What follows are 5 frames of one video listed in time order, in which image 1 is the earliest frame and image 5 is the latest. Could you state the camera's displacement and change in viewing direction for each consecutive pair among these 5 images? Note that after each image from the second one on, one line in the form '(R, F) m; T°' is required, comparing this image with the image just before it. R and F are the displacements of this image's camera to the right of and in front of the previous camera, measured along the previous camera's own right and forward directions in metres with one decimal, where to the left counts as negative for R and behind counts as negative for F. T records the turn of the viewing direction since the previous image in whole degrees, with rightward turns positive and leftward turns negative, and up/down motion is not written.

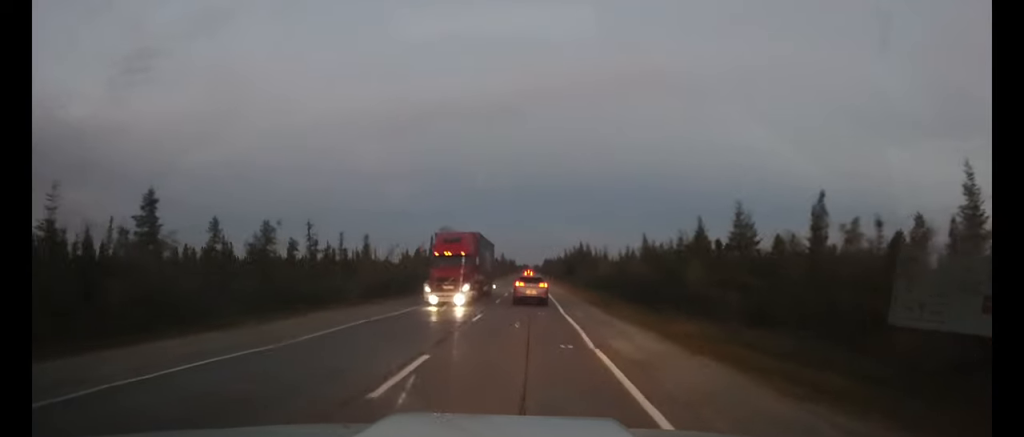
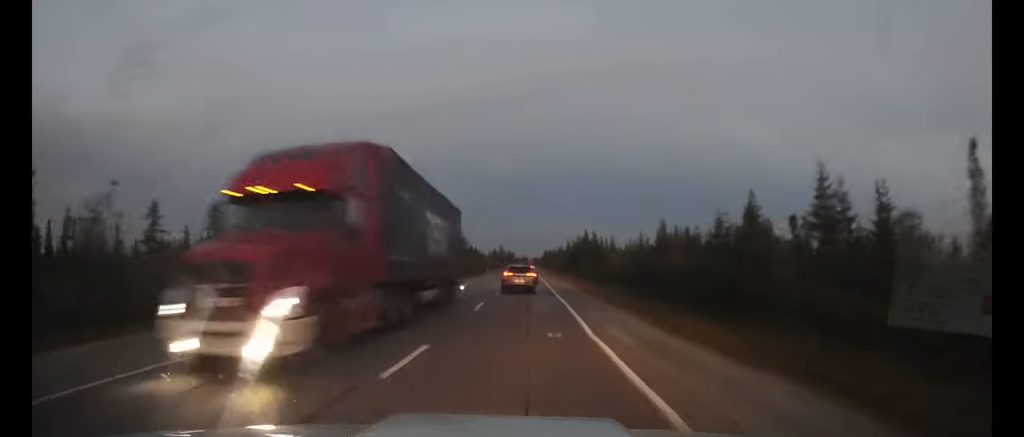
(0.0, +12.1) m; 0°
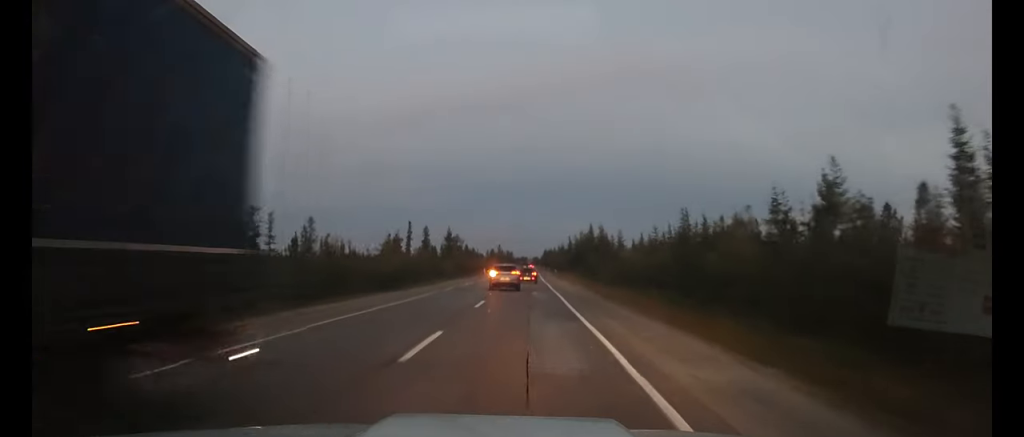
(0.0, +11.3) m; 0°
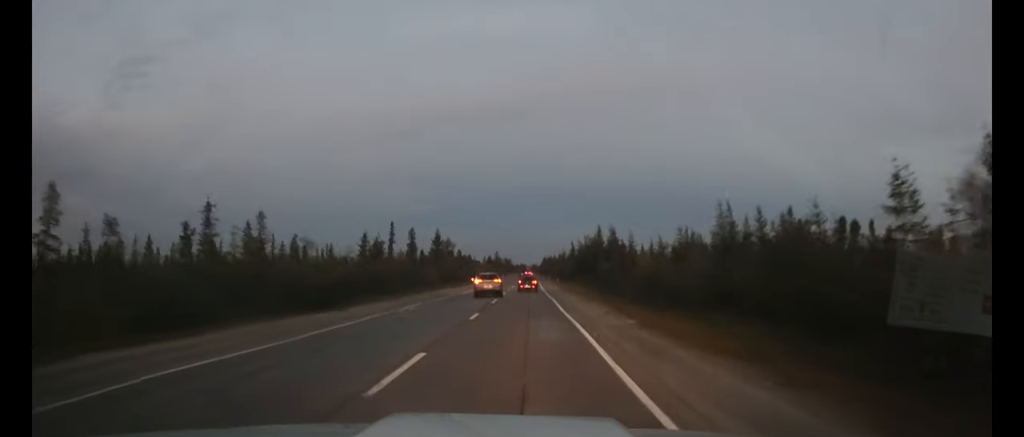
(0.0, +13.0) m; 0°
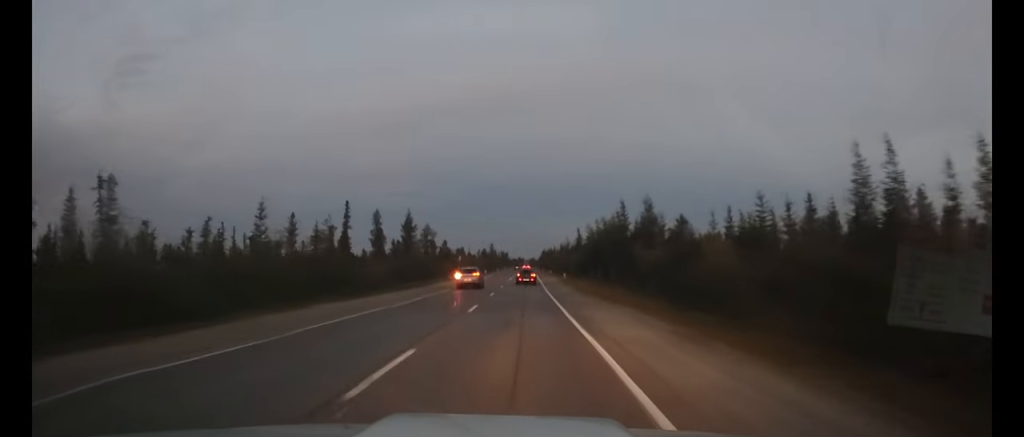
(0.0, +22.2) m; 0°
